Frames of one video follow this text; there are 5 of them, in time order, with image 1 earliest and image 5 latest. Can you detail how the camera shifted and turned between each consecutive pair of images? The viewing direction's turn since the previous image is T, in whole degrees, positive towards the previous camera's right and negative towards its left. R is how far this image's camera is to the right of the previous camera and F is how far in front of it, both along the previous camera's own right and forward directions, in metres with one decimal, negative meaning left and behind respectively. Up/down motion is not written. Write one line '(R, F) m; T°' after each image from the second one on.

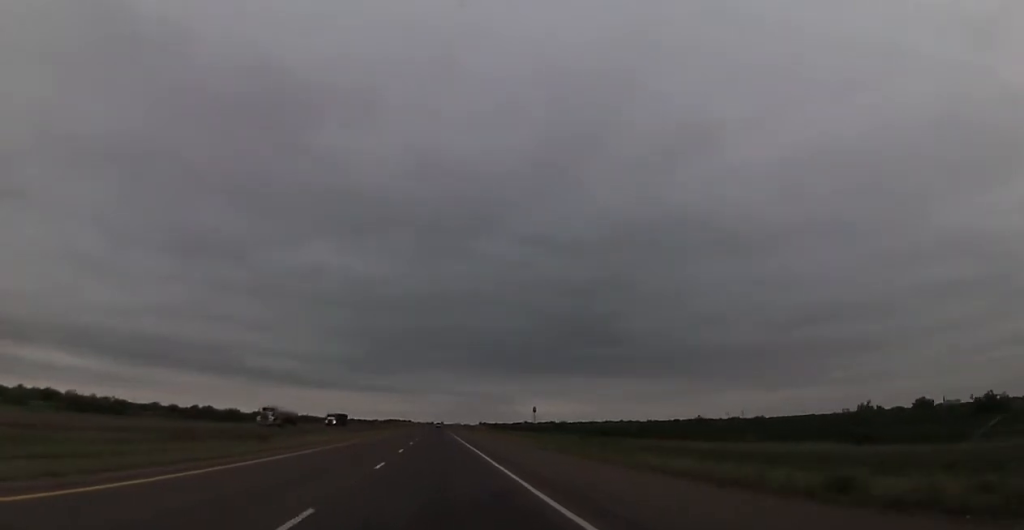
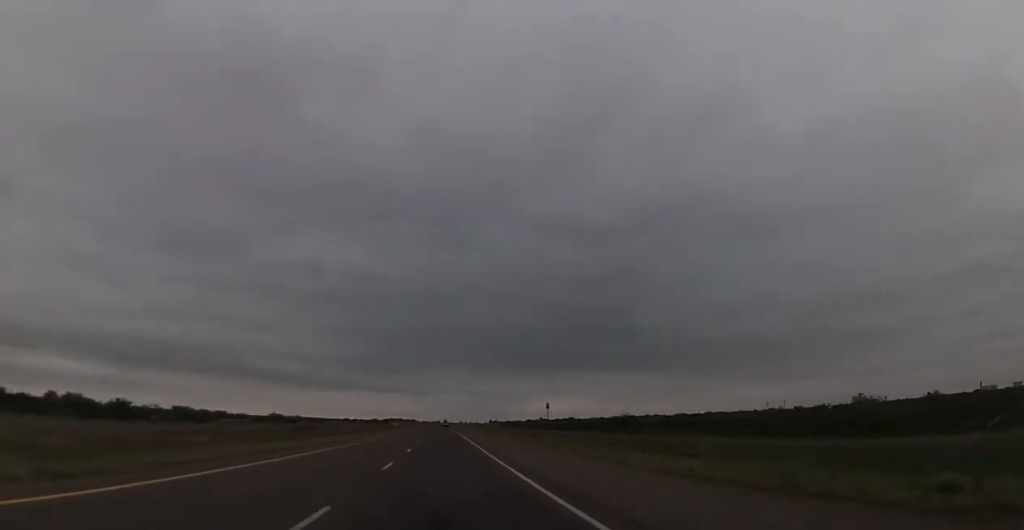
(-0.8, +84.2) m; -1°
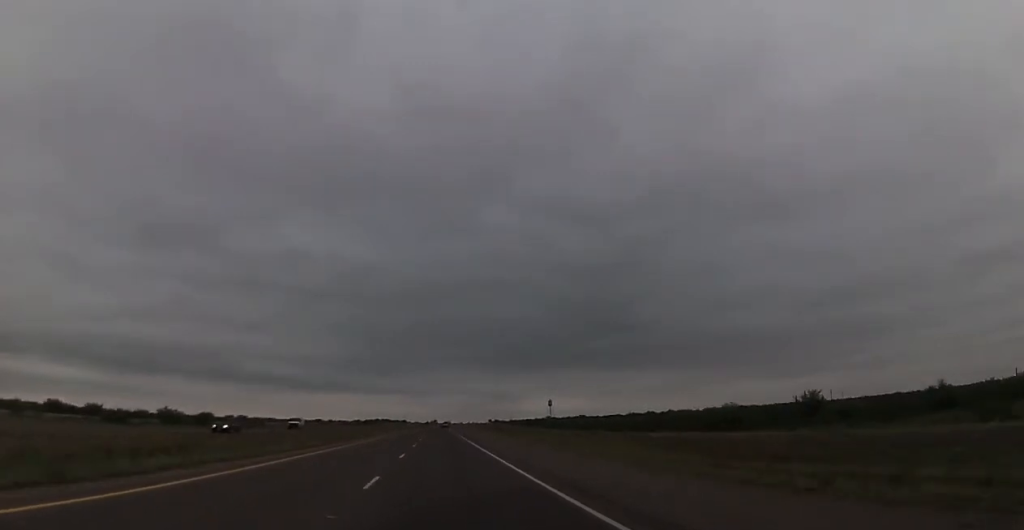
(-0.2, +102.7) m; 0°
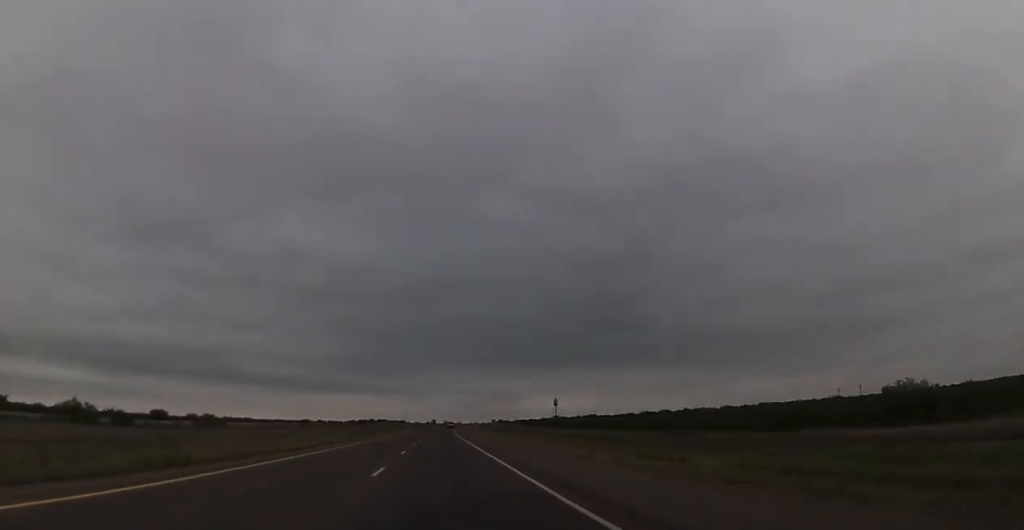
(+0.2, +45.2) m; +1°
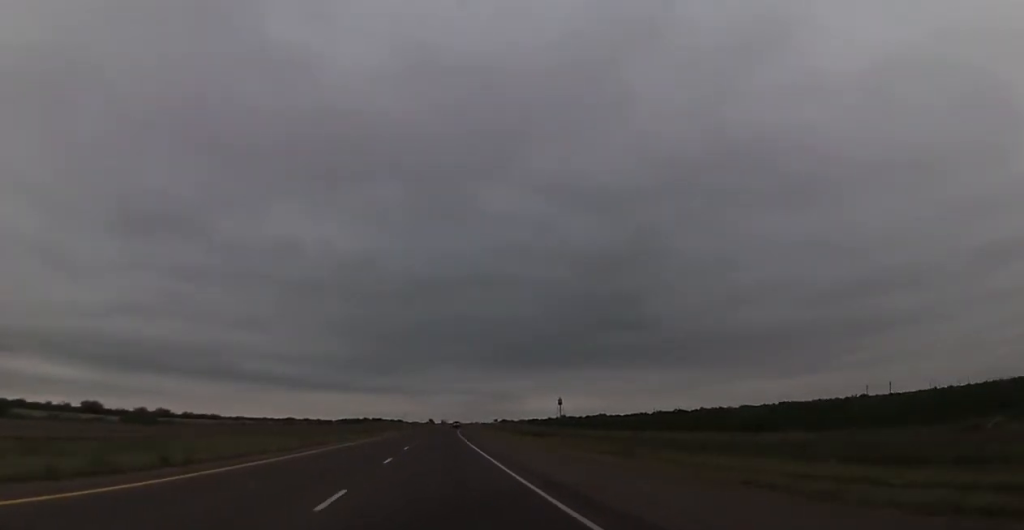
(+0.2, +42.8) m; -1°
